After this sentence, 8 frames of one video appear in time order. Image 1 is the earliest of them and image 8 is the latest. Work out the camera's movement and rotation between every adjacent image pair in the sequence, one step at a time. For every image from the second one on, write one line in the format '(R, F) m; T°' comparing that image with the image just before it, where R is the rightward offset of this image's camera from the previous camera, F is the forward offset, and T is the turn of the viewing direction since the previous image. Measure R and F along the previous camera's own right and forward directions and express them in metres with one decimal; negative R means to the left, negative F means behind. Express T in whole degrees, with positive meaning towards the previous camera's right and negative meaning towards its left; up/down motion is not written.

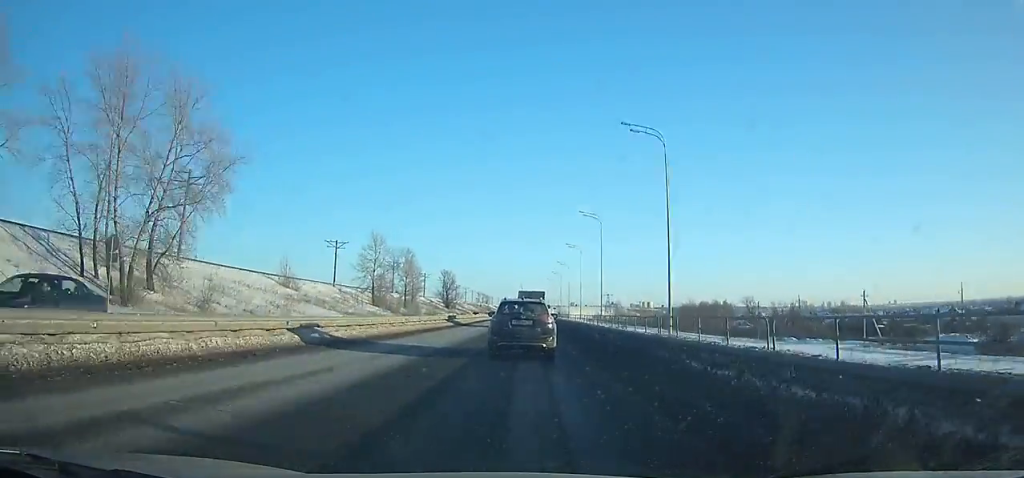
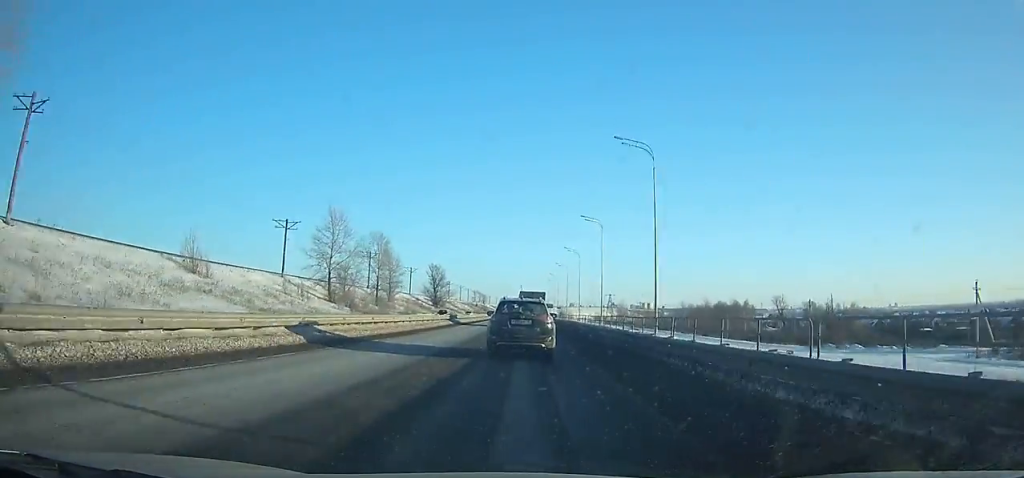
(-0.1, +27.0) m; 0°
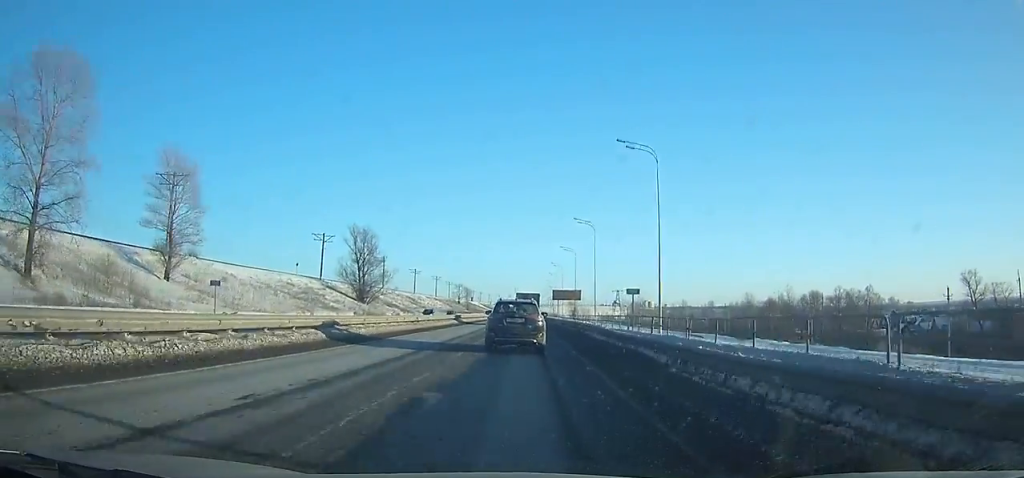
(+0.3, +90.5) m; 0°
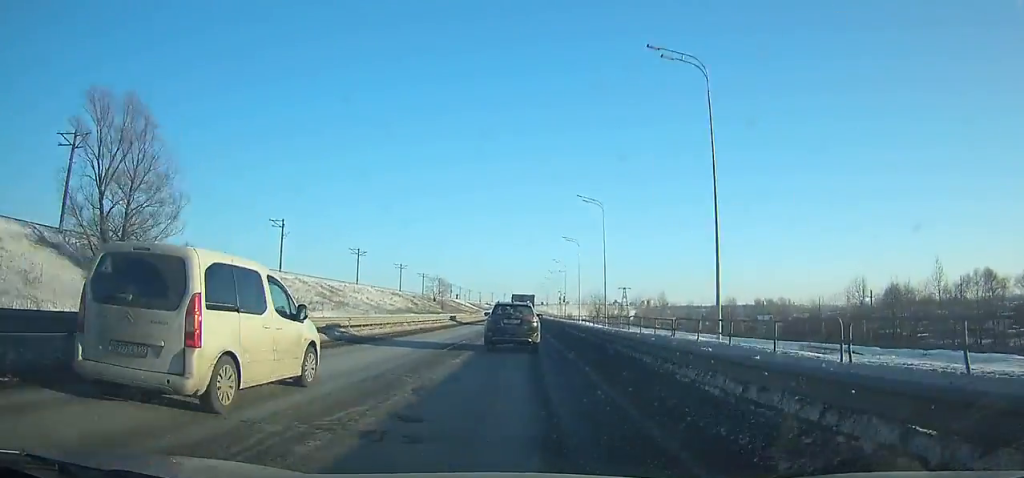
(0.0, +72.4) m; 0°
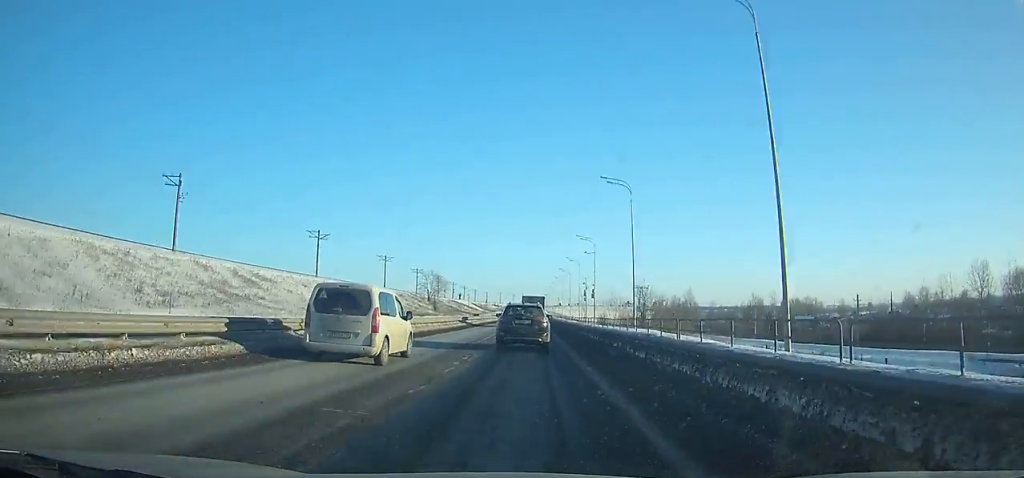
(0.0, +35.8) m; 0°
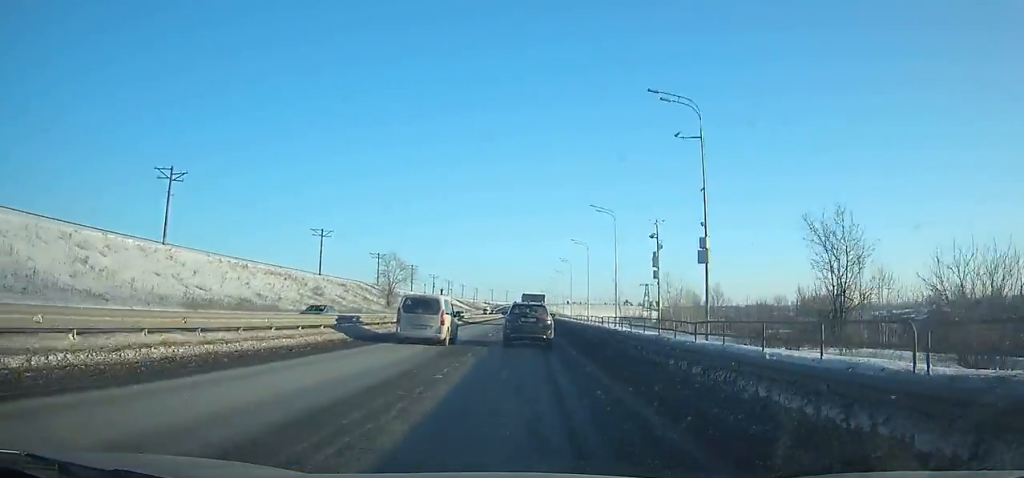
(+0.1, +51.0) m; 0°
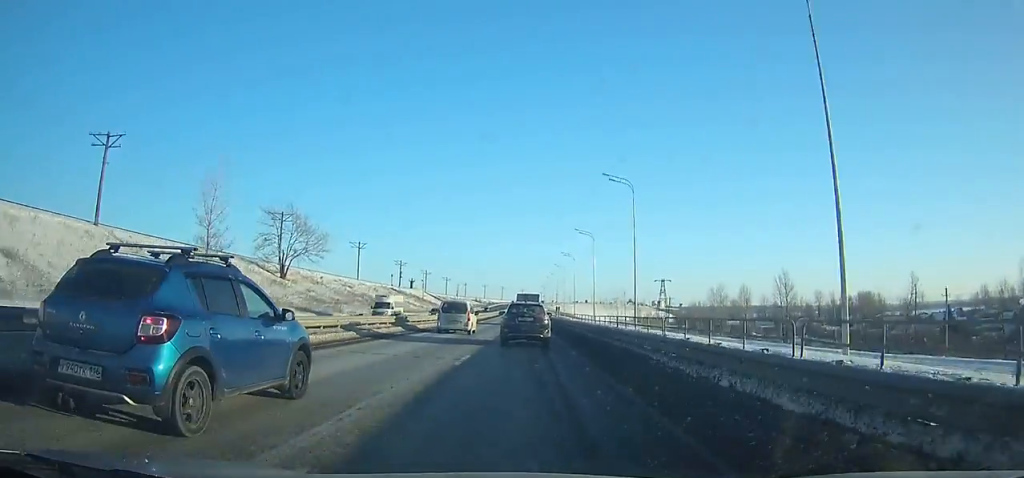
(+0.2, +69.7) m; 0°
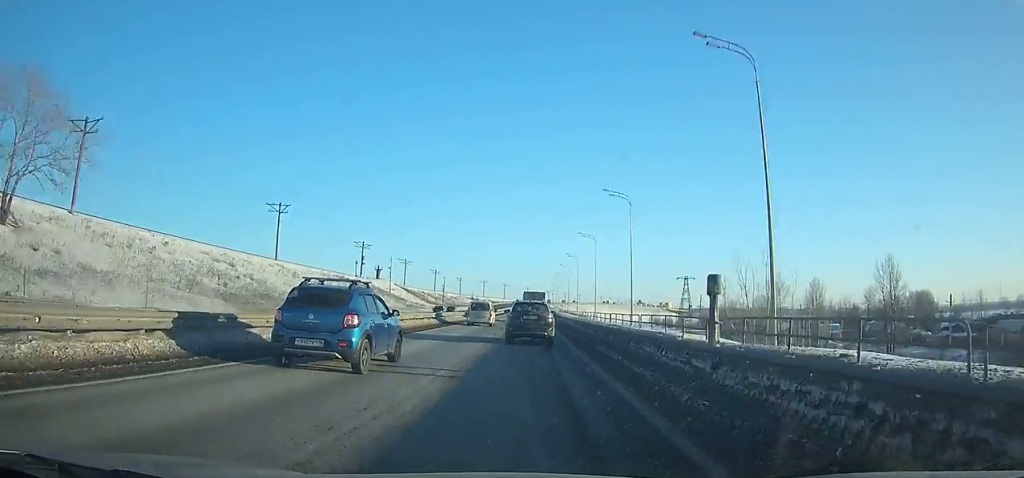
(-0.1, +54.2) m; 0°
